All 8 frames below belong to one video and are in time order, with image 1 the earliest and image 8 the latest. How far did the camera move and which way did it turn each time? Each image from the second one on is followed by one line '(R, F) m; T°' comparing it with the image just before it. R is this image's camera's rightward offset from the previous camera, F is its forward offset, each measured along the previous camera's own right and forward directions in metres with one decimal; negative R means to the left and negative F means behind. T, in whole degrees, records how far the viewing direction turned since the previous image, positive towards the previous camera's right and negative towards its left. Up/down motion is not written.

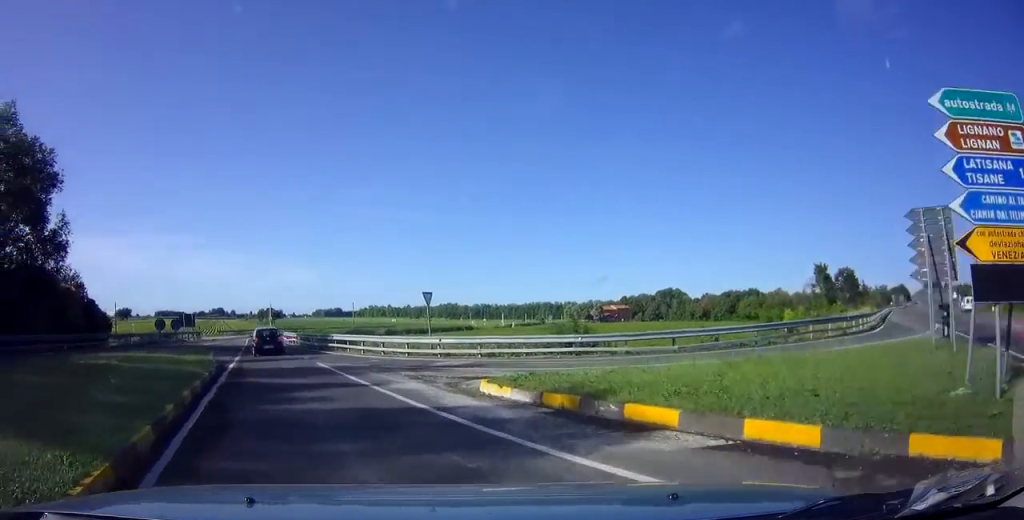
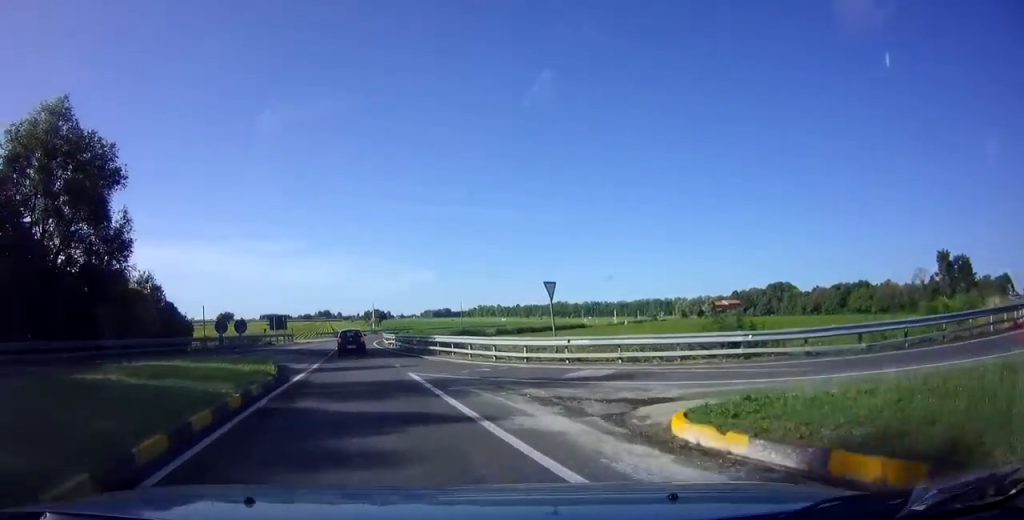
(-0.6, +4.9) m; -7°
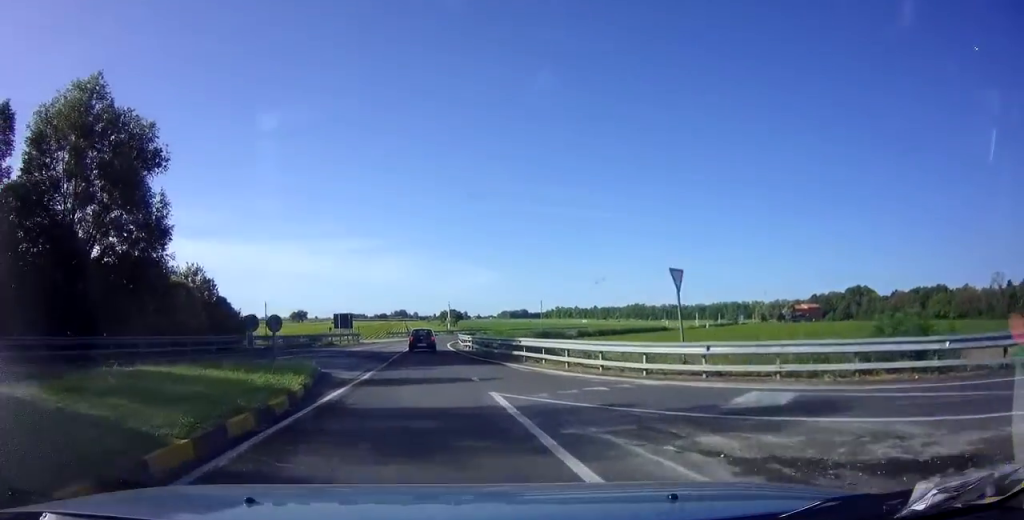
(-0.3, +4.9) m; -5°
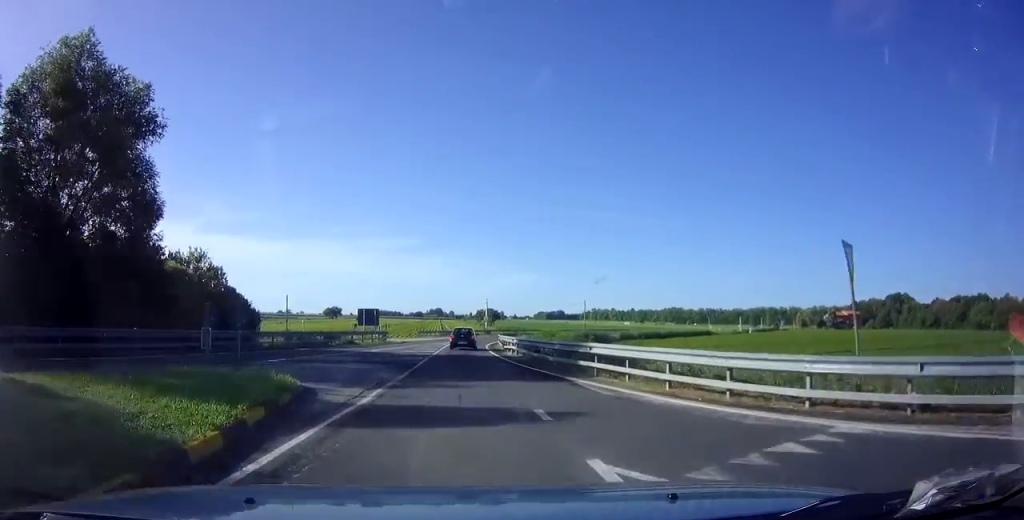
(-0.2, +5.8) m; -4°
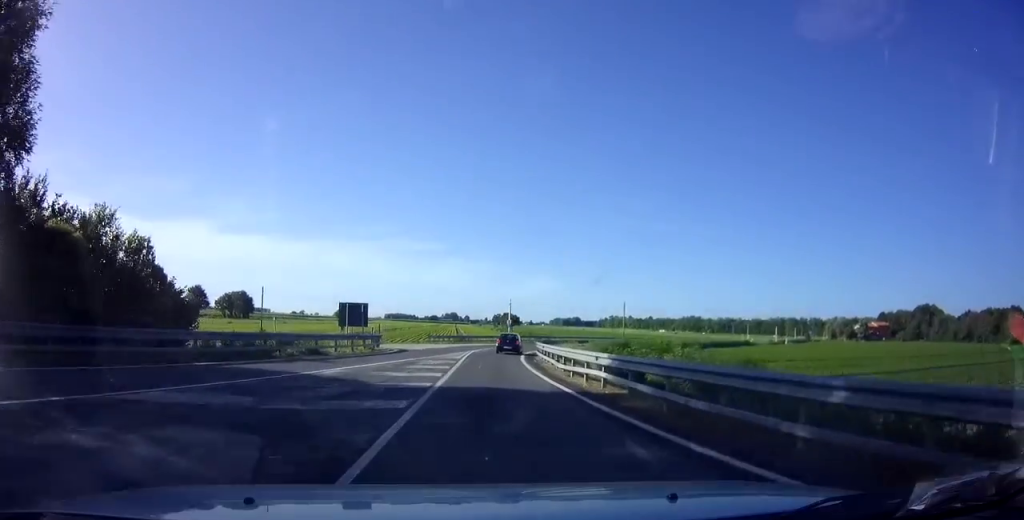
(-0.8, +13.9) m; -2°
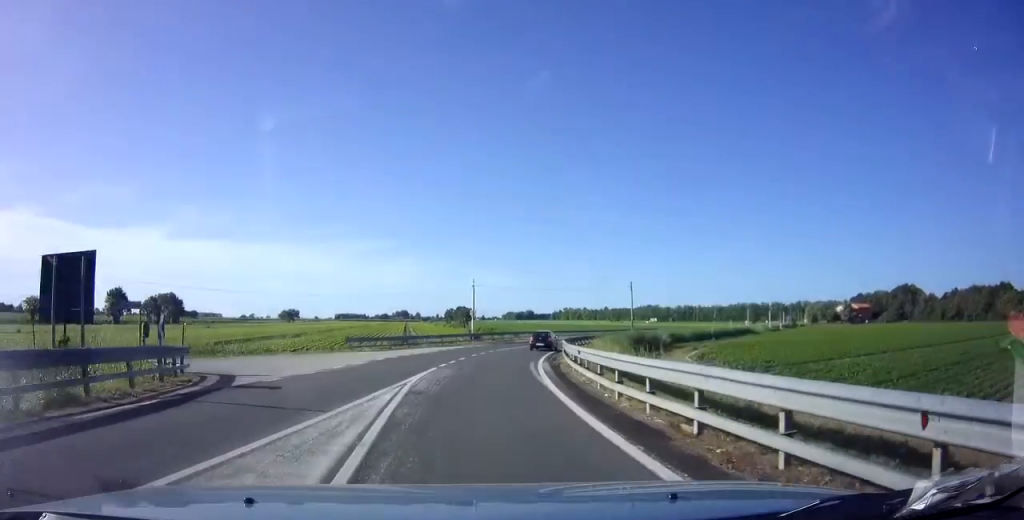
(+1.2, +23.1) m; +6°
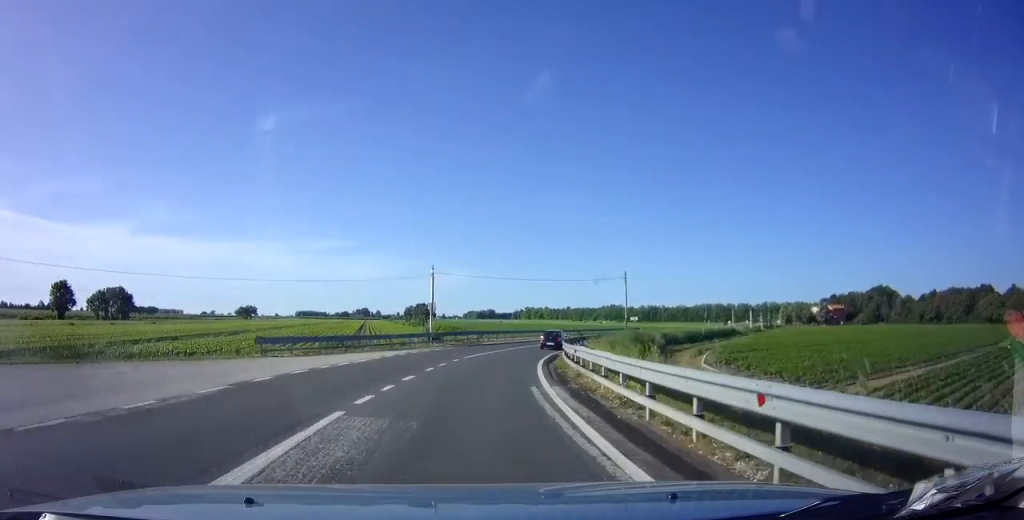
(+0.4, +10.4) m; +4°
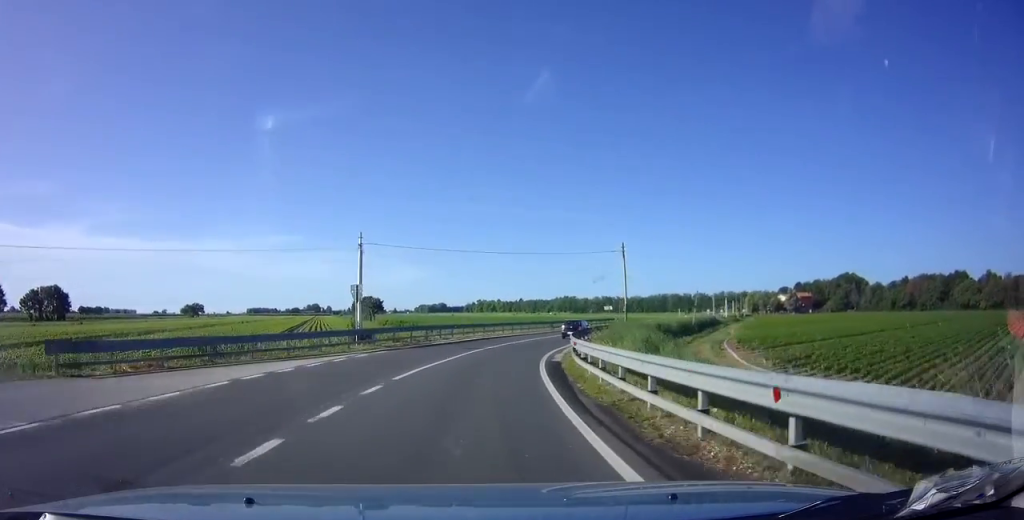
(+0.5, +12.3) m; +6°
